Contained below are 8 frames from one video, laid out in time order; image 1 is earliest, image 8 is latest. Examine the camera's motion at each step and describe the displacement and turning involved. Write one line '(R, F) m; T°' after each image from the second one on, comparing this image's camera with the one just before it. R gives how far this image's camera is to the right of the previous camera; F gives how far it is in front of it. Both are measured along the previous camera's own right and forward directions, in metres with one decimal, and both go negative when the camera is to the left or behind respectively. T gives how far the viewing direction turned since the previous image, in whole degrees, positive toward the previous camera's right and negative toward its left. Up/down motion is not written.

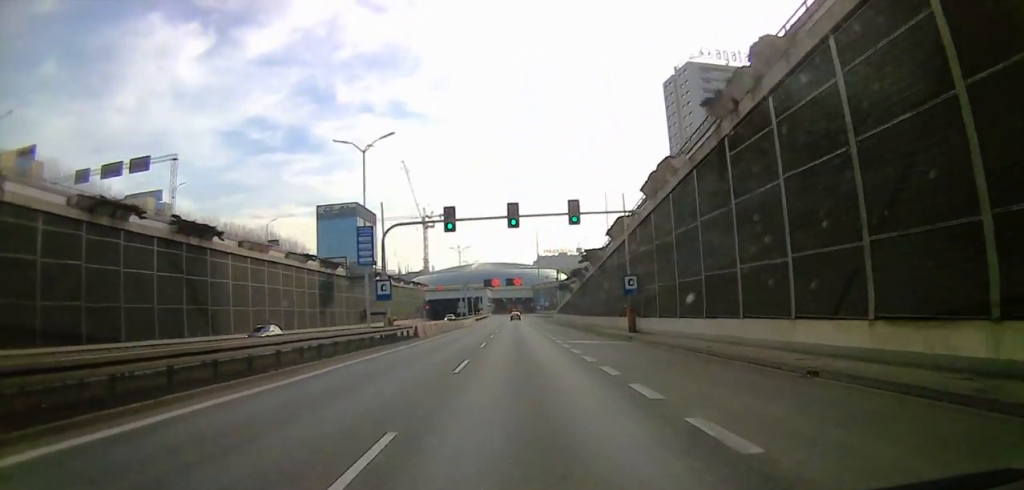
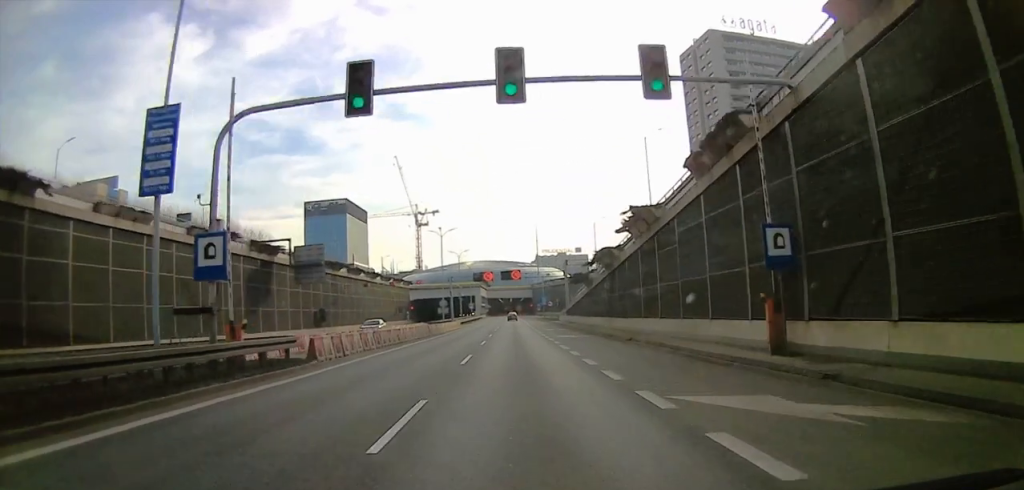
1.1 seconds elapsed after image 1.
(-0.7, +21.6) m; -1°
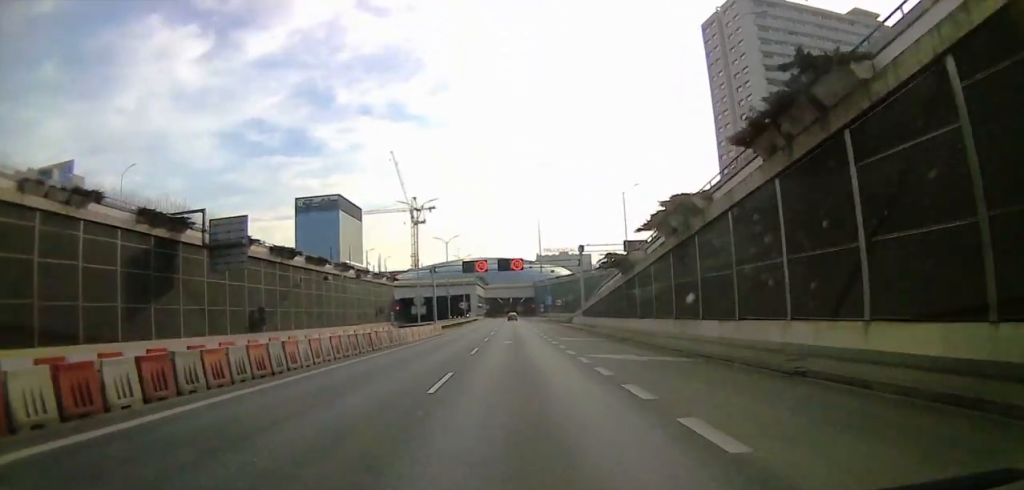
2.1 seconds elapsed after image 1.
(+0.2, +19.3) m; +1°
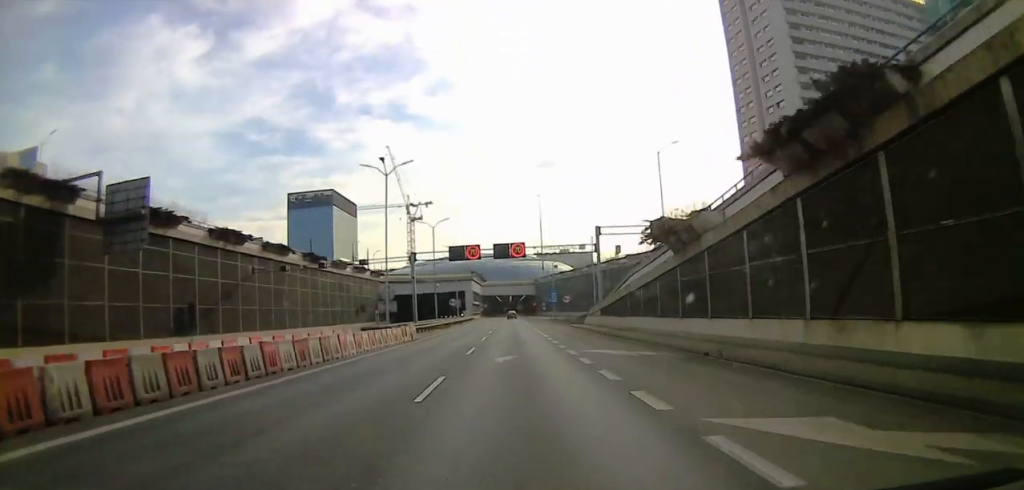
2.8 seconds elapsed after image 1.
(0.0, +13.3) m; 0°
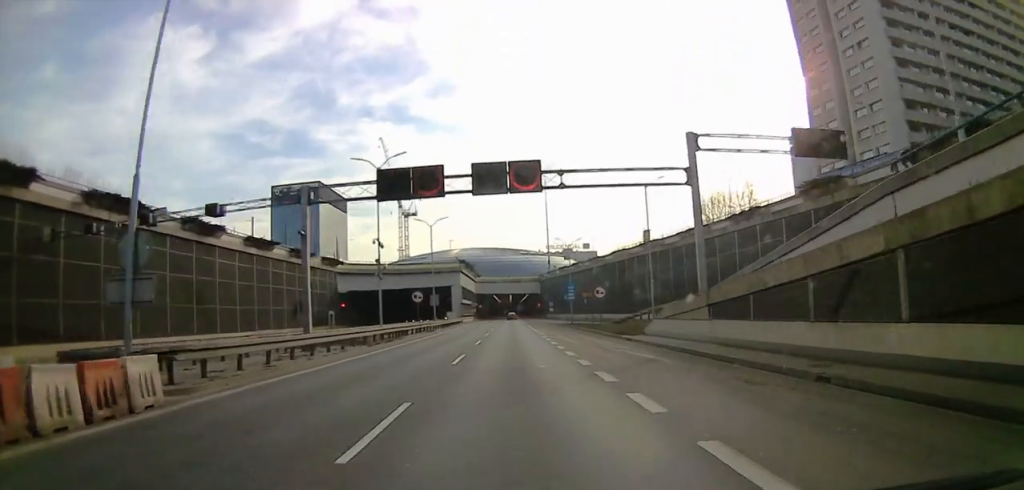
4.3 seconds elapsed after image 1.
(0.0, +28.3) m; 0°
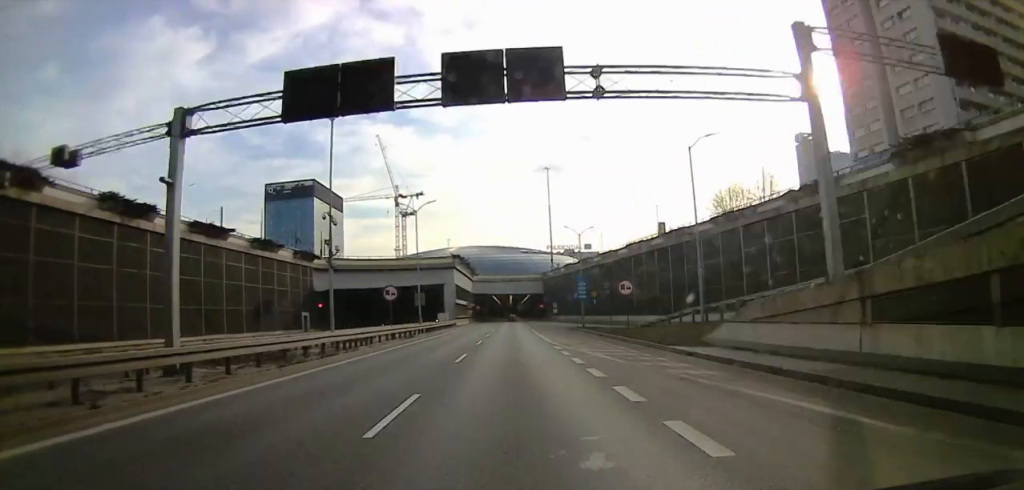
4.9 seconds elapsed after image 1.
(0.0, +10.7) m; 0°
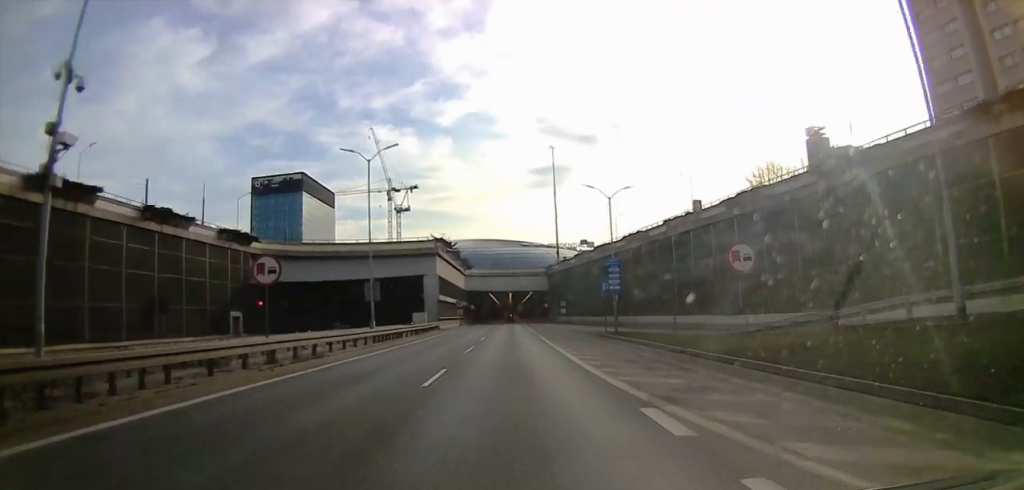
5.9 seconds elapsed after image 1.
(0.0, +19.1) m; +3°
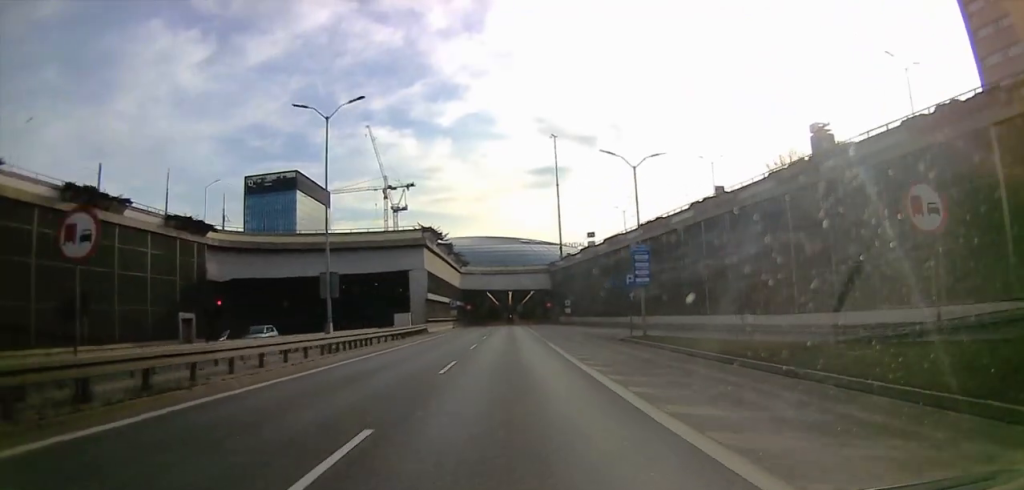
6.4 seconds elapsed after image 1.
(+0.1, +9.6) m; +1°
